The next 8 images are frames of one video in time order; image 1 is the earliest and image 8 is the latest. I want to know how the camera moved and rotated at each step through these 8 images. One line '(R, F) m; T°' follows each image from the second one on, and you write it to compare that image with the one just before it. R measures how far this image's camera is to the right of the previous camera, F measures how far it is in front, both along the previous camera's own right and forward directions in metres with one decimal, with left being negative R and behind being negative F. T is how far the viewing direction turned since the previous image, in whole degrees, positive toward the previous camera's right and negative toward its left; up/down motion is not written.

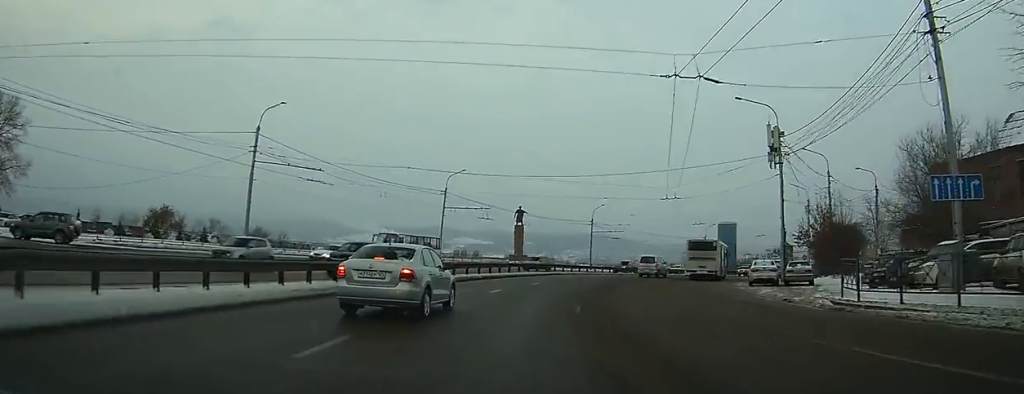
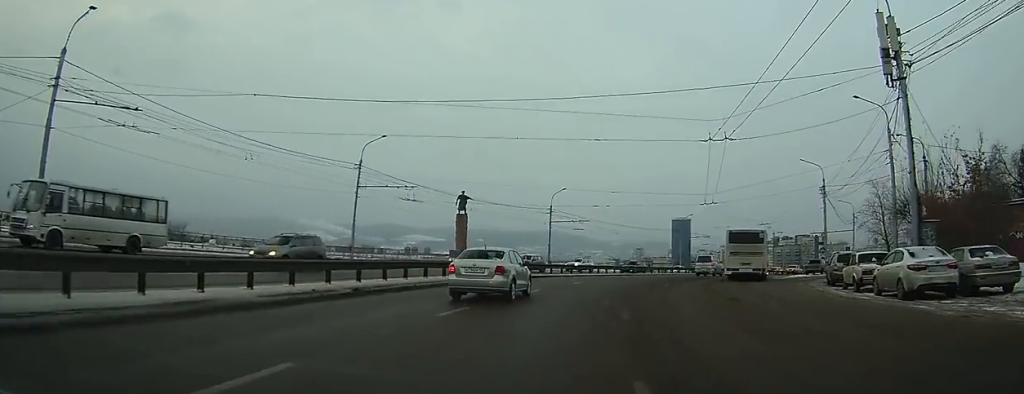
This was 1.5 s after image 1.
(+0.6, +17.7) m; +5°
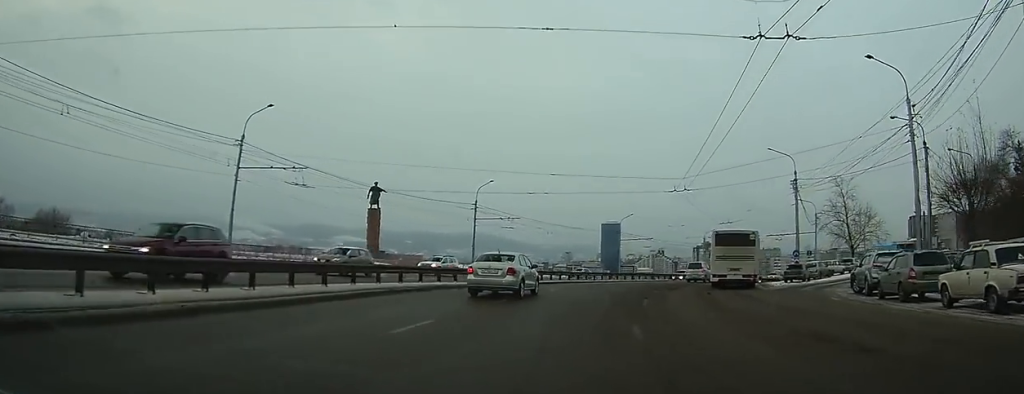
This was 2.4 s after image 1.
(+0.4, +10.9) m; +5°
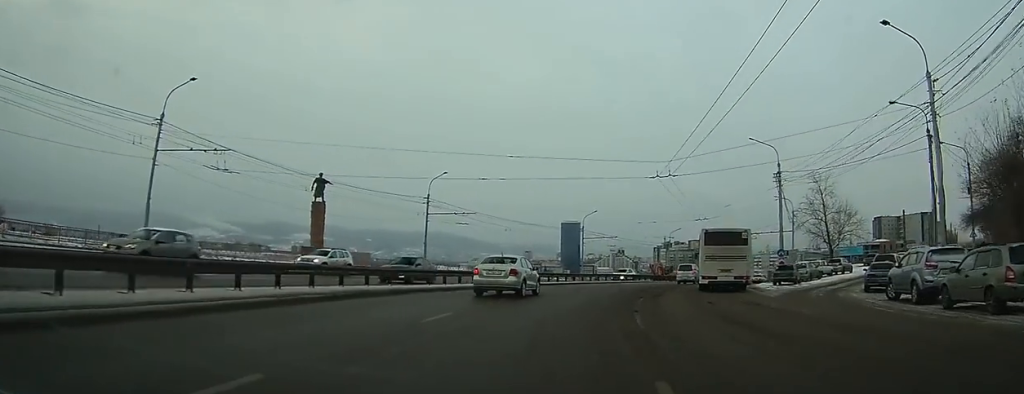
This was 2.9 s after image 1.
(0.0, +6.0) m; +3°
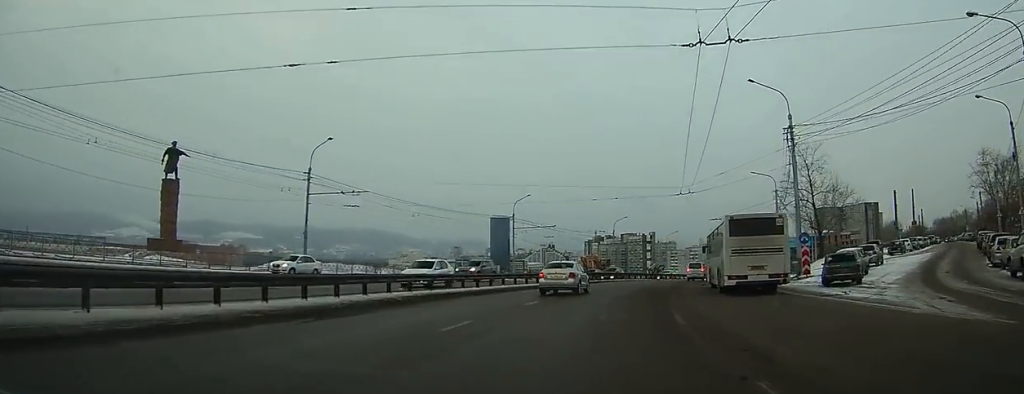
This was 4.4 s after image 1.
(+1.4, +17.4) m; +9°
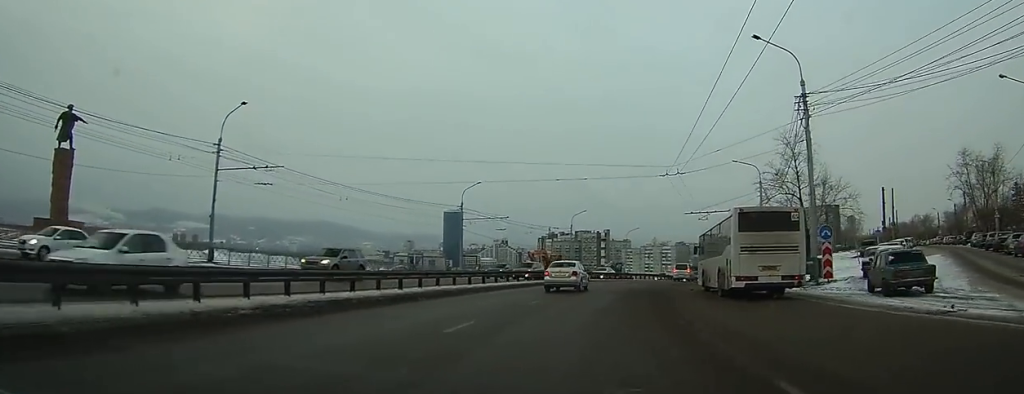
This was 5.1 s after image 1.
(+0.3, +8.5) m; +5°
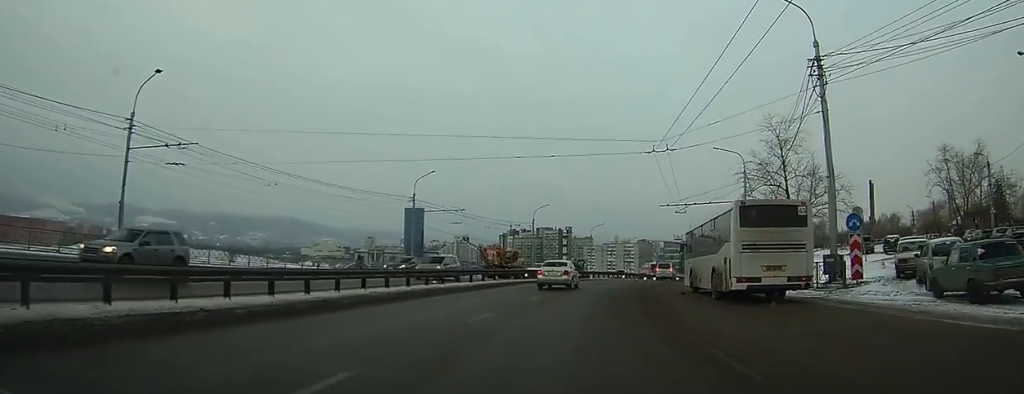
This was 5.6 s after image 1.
(+0.3, +6.3) m; +4°
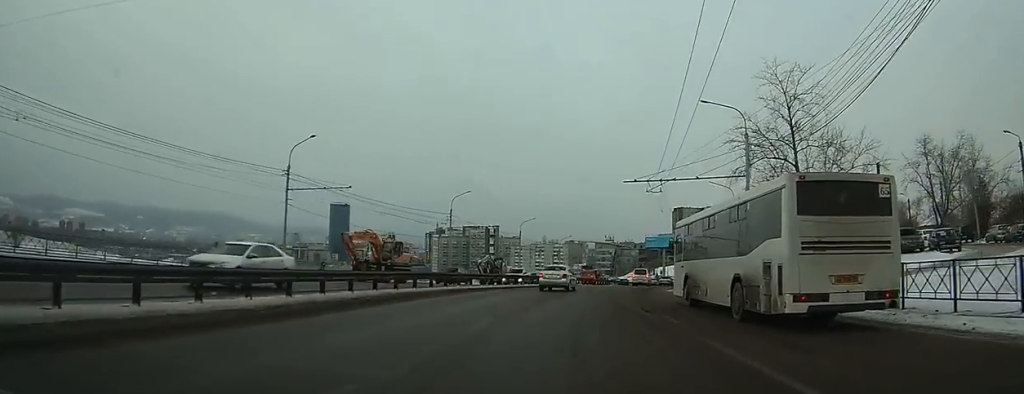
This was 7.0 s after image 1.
(+1.0, +17.0) m; +5°
